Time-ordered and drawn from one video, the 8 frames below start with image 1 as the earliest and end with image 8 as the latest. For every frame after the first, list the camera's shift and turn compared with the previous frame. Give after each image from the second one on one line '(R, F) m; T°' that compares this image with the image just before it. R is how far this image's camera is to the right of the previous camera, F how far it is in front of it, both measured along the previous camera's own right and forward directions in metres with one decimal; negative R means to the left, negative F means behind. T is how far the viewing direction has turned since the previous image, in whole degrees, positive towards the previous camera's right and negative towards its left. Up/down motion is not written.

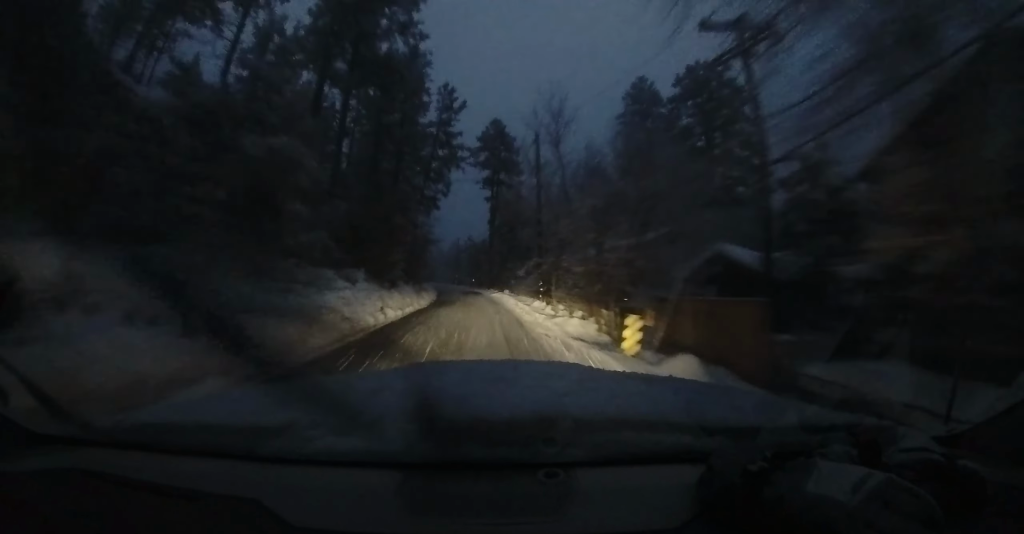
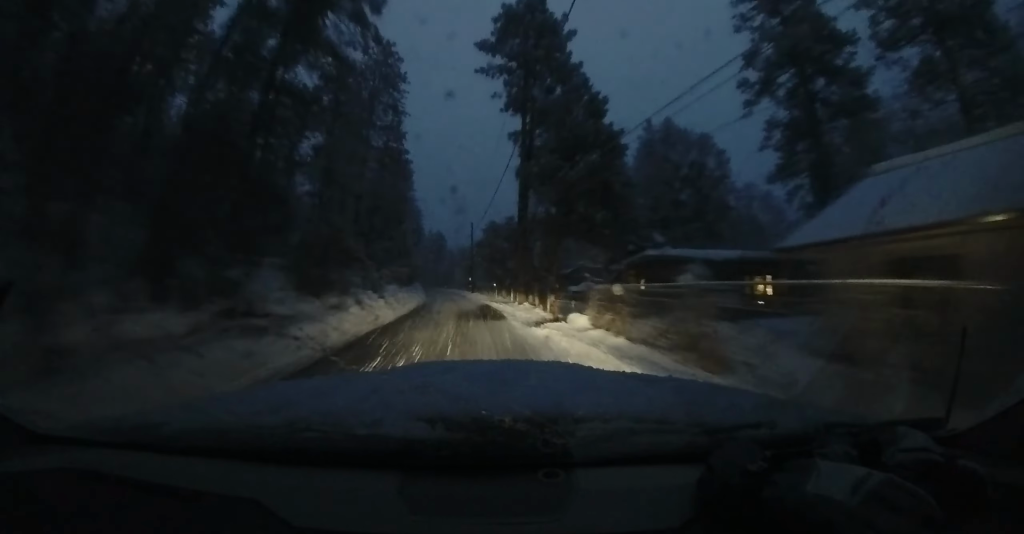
(-0.5, +23.0) m; -5°
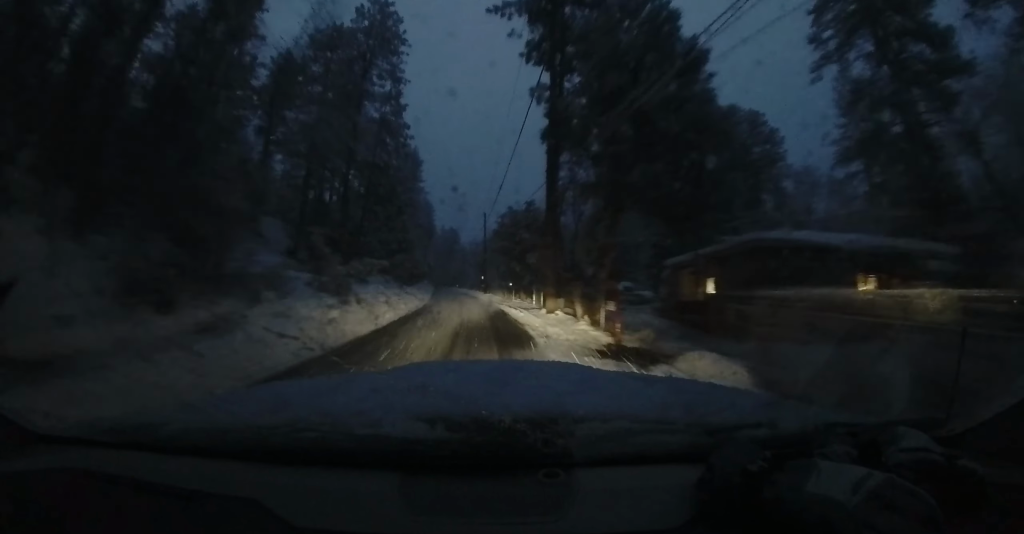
(-0.3, +6.5) m; -3°
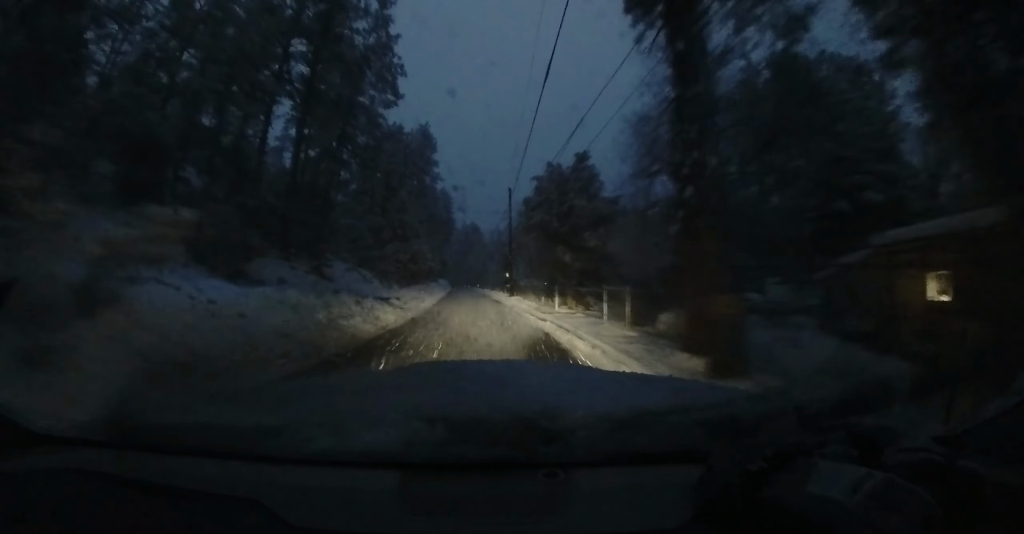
(-0.5, +10.6) m; -3°
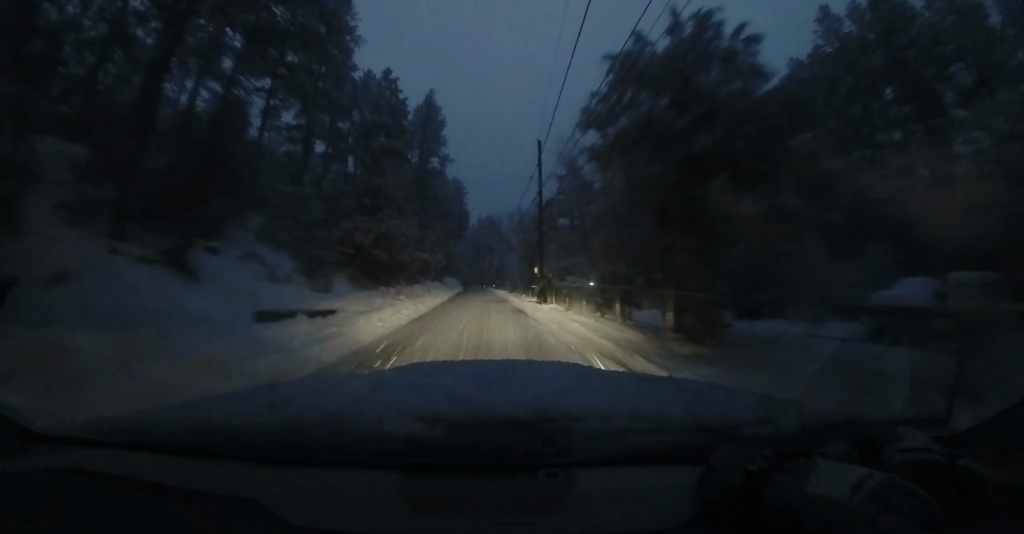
(0.0, +10.4) m; -1°
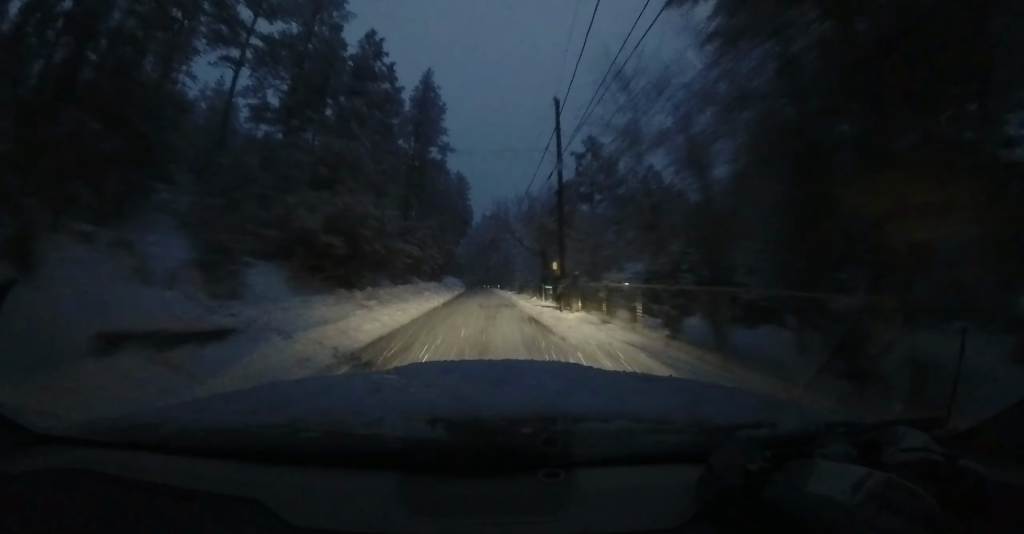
(0.0, +4.7) m; -1°
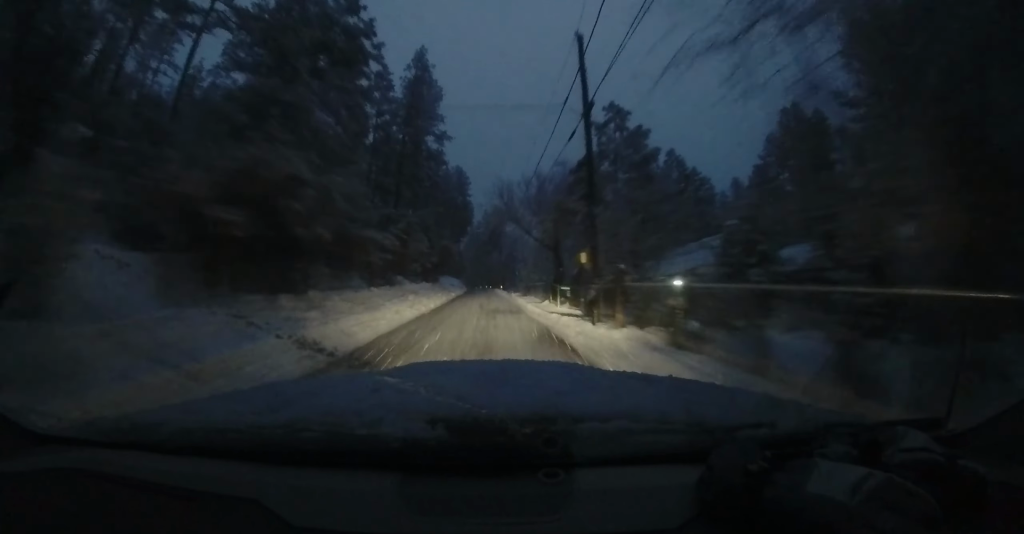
(0.0, +4.4) m; -2°
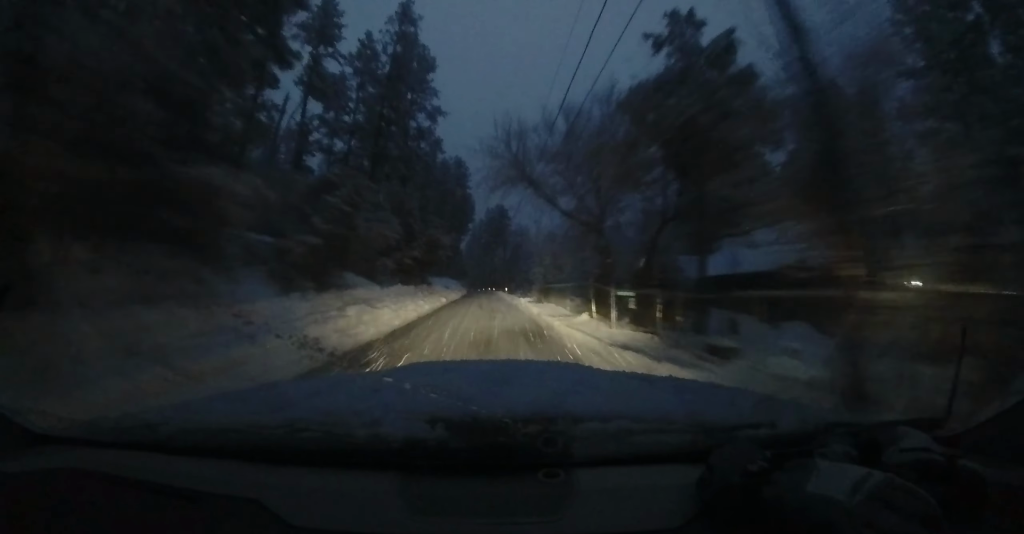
(-0.2, +7.5) m; -2°
